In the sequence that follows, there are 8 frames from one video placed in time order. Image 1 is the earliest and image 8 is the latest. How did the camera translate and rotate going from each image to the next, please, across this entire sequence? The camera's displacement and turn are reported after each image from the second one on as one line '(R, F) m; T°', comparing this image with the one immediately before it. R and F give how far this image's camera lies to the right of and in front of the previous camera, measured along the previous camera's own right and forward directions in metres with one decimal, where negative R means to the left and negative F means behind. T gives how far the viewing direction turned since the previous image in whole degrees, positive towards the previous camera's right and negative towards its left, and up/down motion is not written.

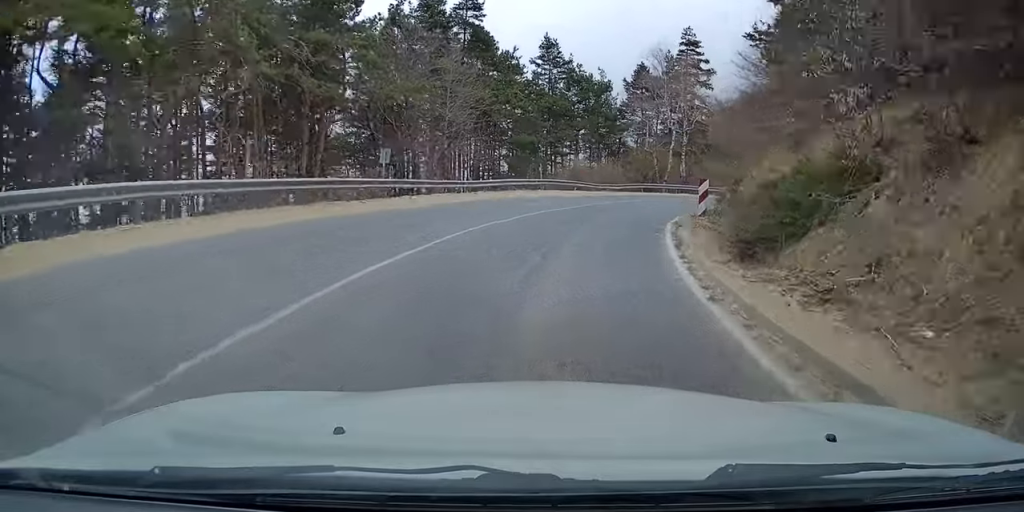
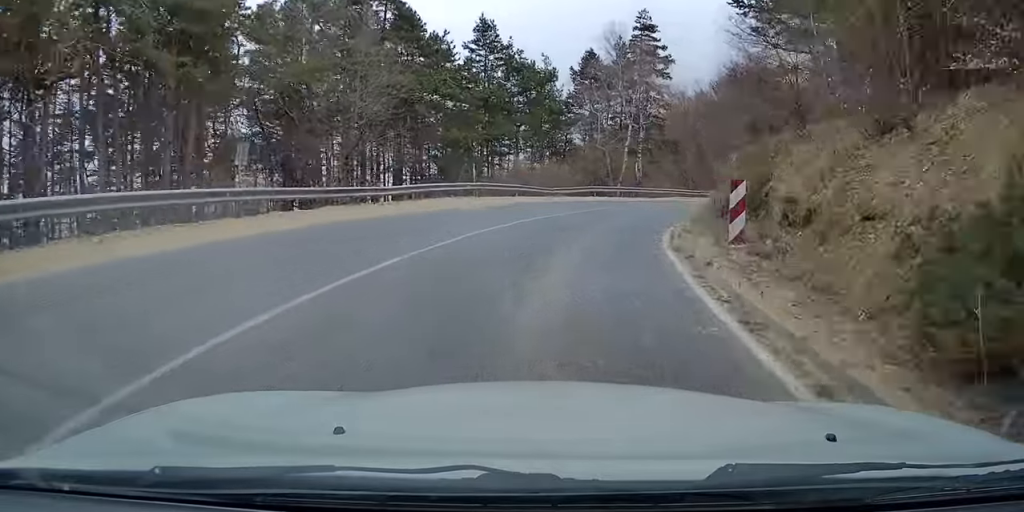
(+1.1, +7.1) m; +7°
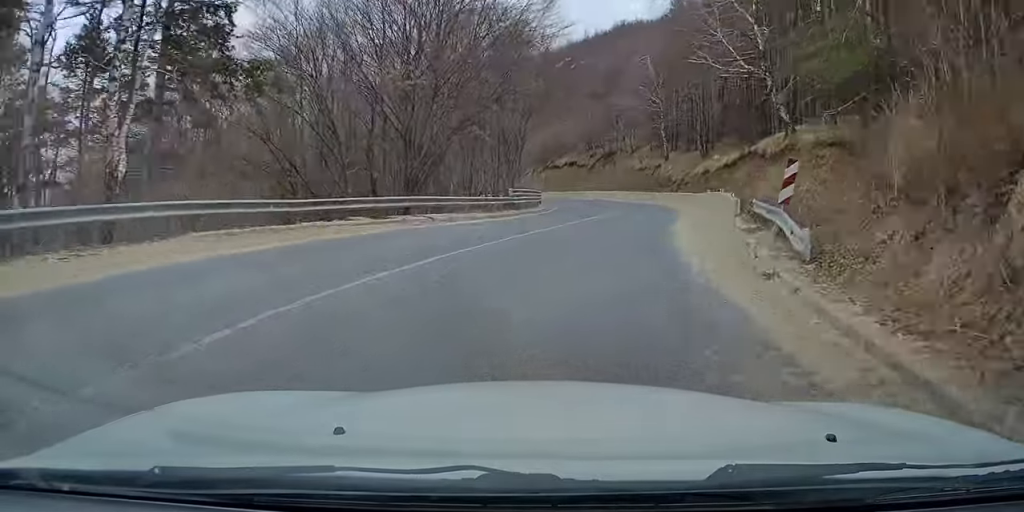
(+10.1, +34.3) m; +29°
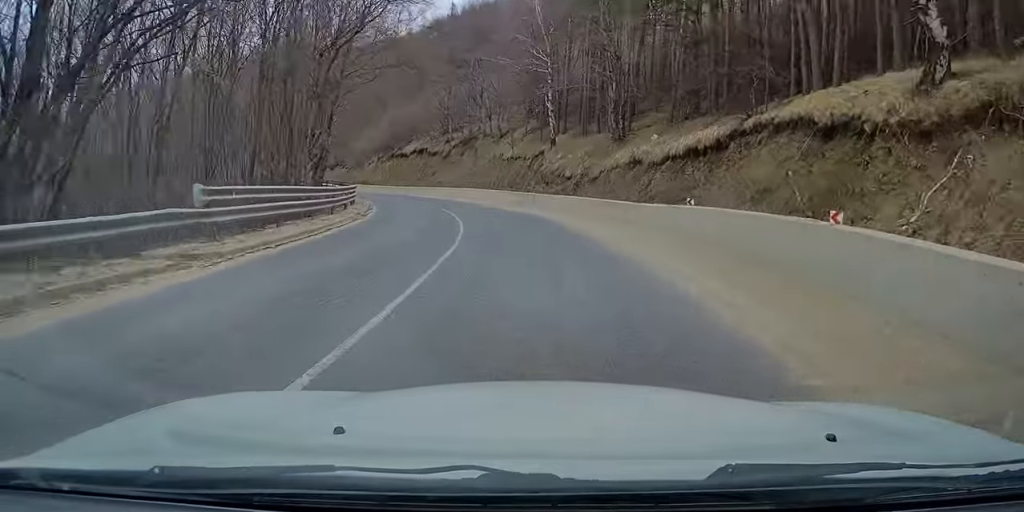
(+1.7, +22.5) m; +6°
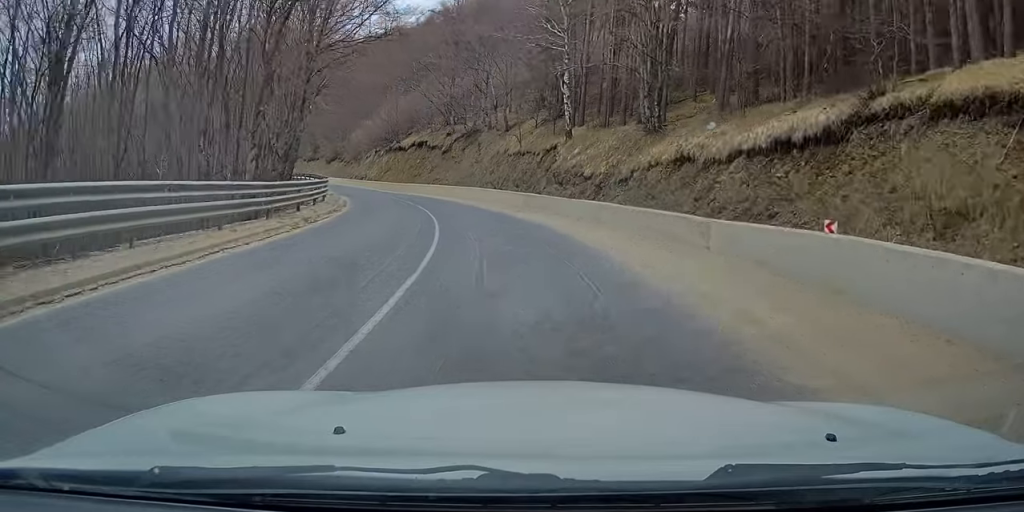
(+0.3, +7.5) m; -2°
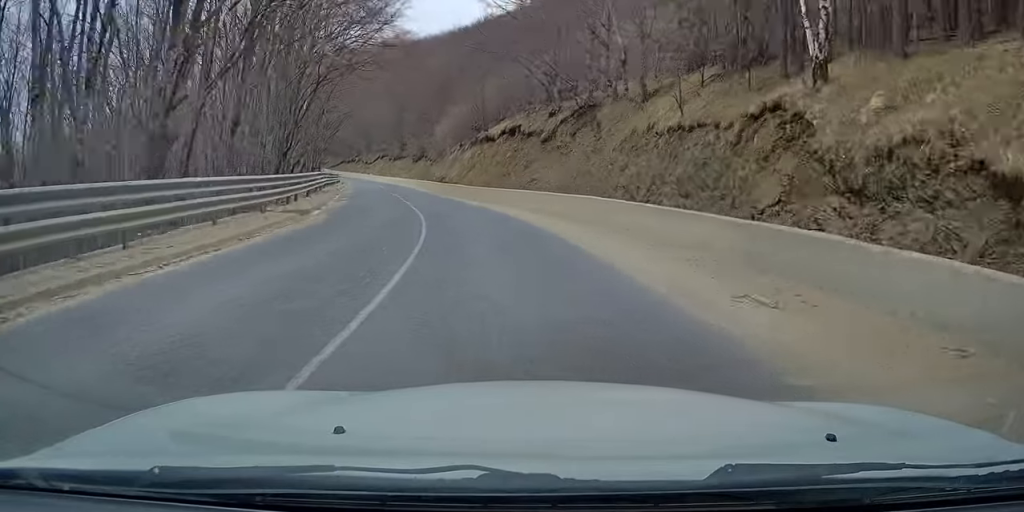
(-1.7, +22.3) m; -10°
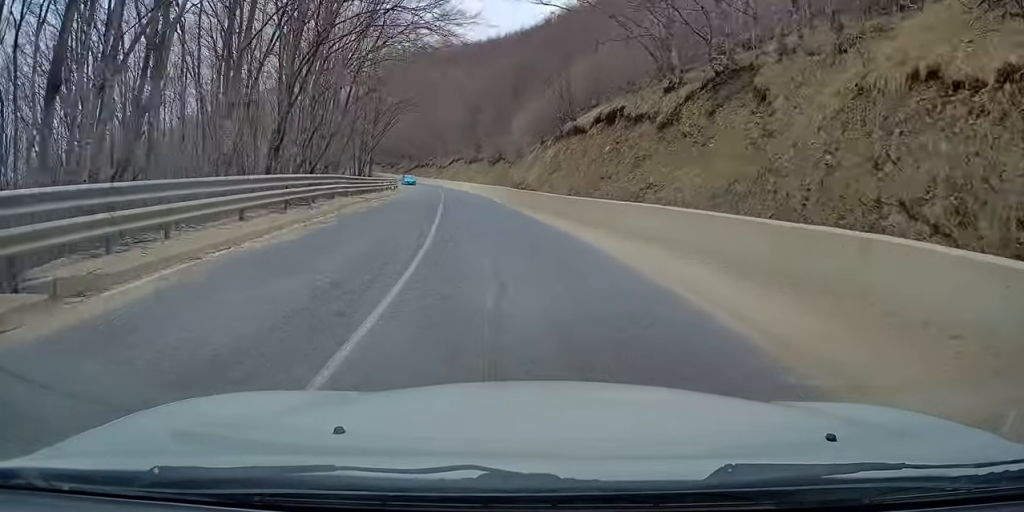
(-0.6, +13.6) m; -4°
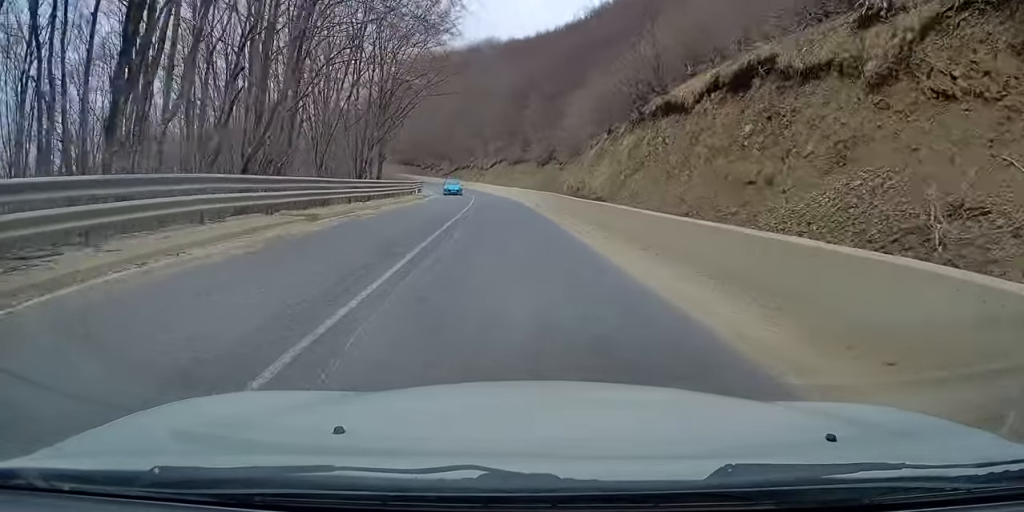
(-0.5, +14.6) m; -4°
